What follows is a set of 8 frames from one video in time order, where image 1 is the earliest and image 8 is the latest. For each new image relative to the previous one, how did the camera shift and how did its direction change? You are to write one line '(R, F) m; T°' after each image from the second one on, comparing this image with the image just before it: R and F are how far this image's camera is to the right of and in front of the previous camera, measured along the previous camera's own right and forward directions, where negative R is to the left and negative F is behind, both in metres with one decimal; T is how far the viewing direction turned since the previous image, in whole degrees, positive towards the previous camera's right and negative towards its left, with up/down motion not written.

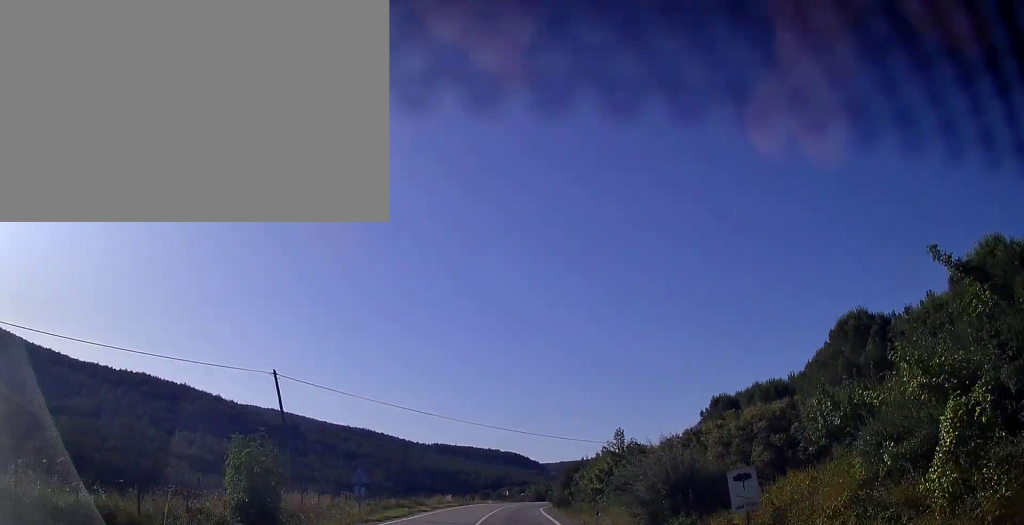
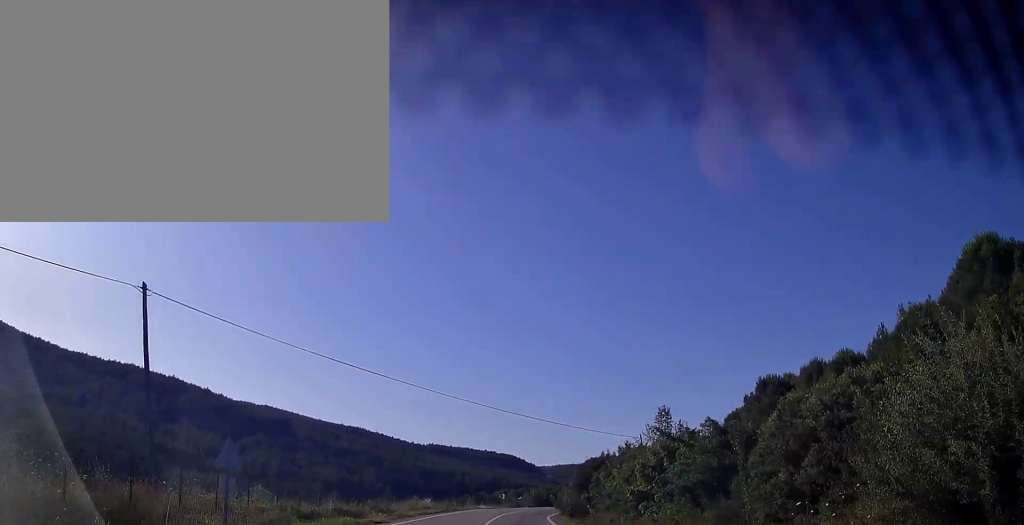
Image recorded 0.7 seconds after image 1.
(0.0, +13.2) m; 0°
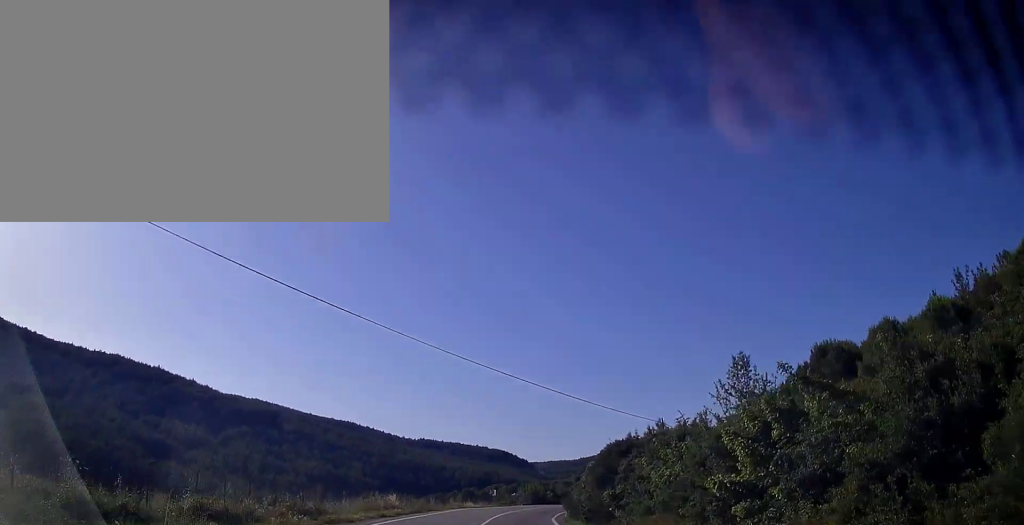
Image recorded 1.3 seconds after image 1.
(0.0, +11.9) m; +1°
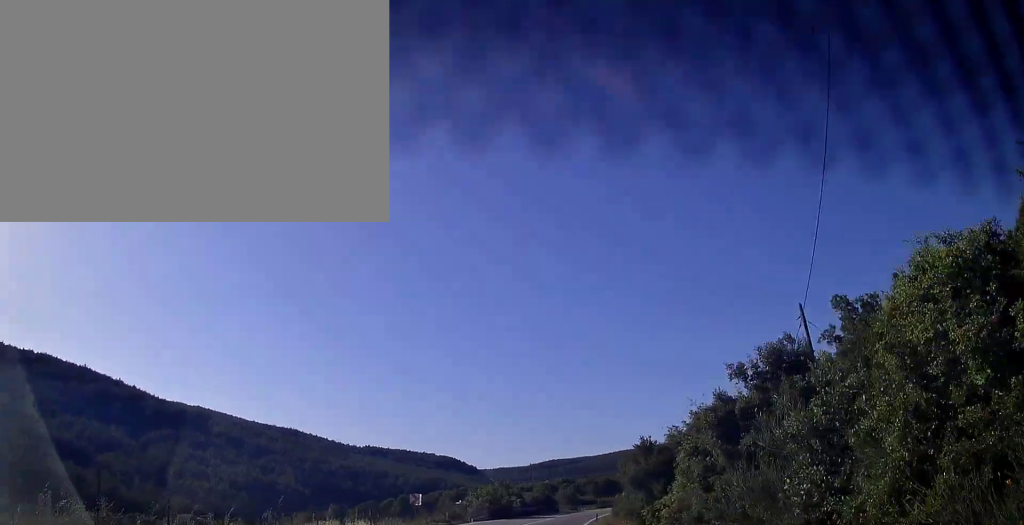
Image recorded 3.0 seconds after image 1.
(+0.9, +32.8) m; +4°
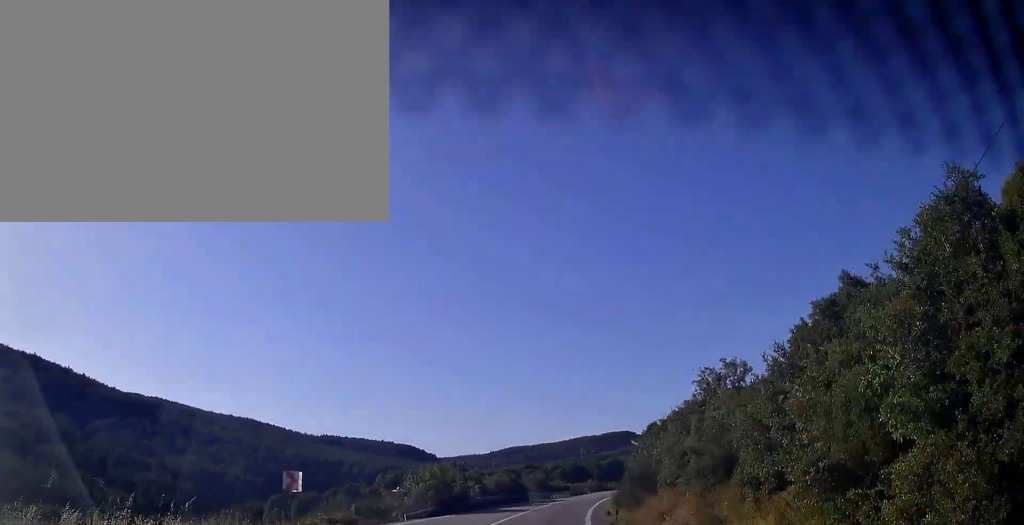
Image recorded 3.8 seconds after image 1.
(+0.2, +15.5) m; +3°
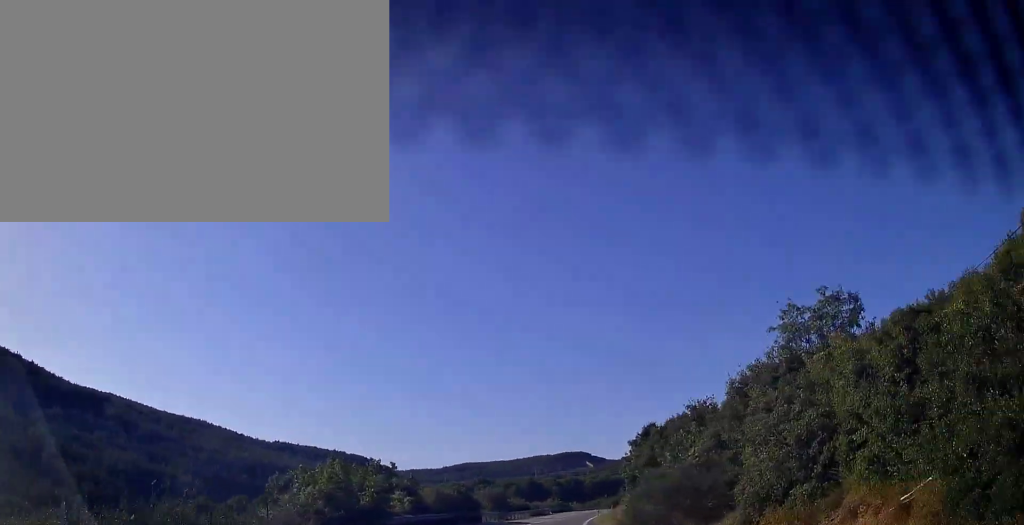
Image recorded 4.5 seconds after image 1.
(+0.3, +13.4) m; +4°
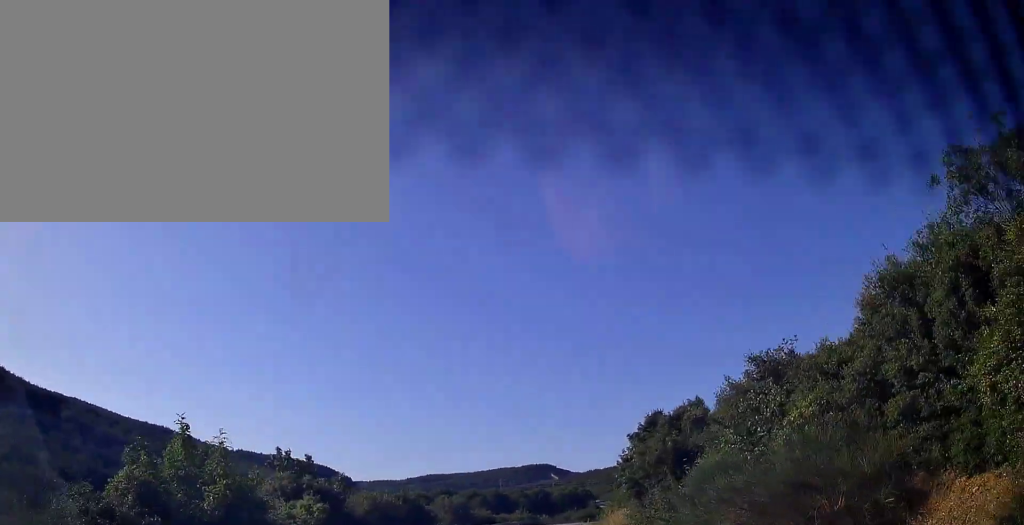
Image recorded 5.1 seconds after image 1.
(+0.5, +9.6) m; +3°
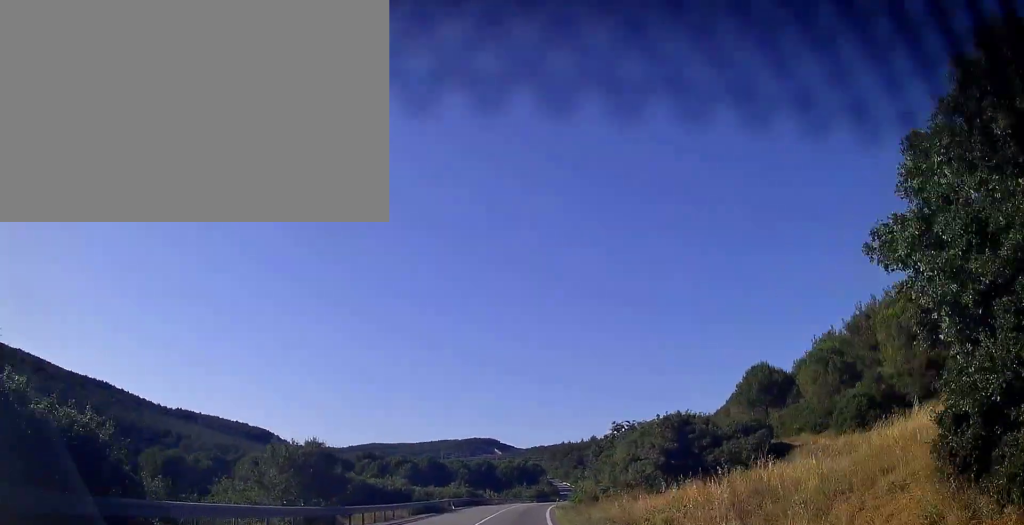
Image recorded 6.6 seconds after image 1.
(+1.6, +26.5) m; +7°
